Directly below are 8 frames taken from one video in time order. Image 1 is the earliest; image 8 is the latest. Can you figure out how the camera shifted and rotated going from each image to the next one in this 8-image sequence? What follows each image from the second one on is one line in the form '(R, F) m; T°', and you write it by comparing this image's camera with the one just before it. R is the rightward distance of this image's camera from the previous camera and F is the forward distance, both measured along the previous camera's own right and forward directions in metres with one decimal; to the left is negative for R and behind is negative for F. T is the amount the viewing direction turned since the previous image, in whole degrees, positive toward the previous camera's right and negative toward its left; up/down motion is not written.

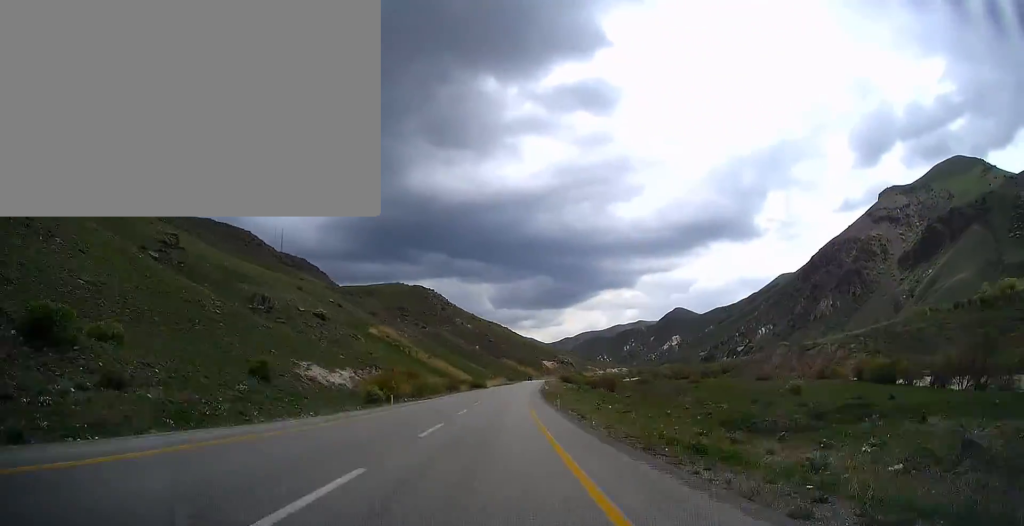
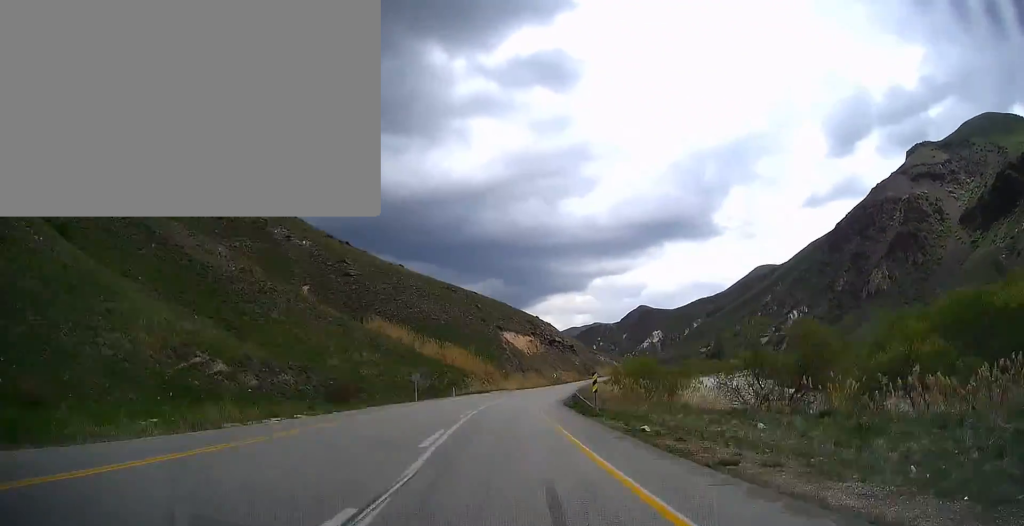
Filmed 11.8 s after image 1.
(+23.0, +294.3) m; +12°
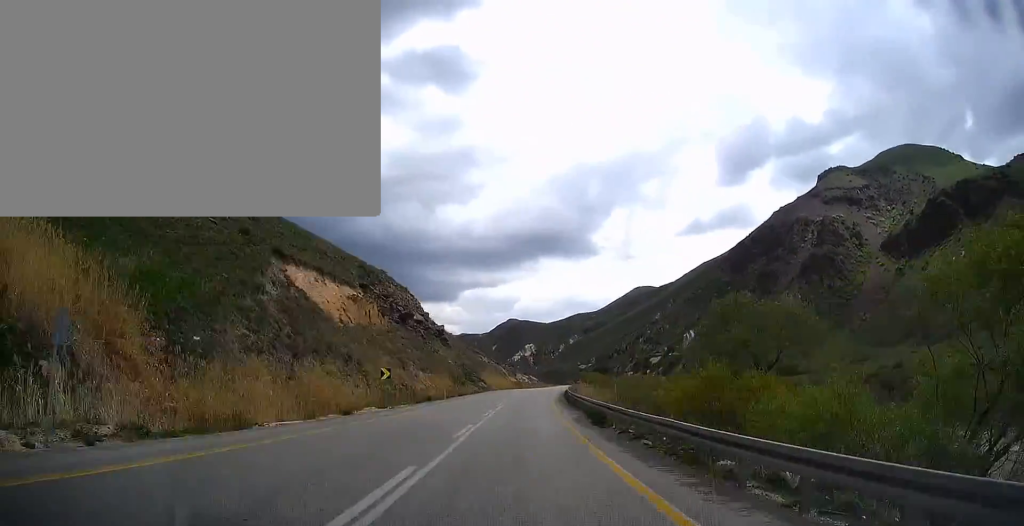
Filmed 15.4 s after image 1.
(+2.8, +89.3) m; +6°
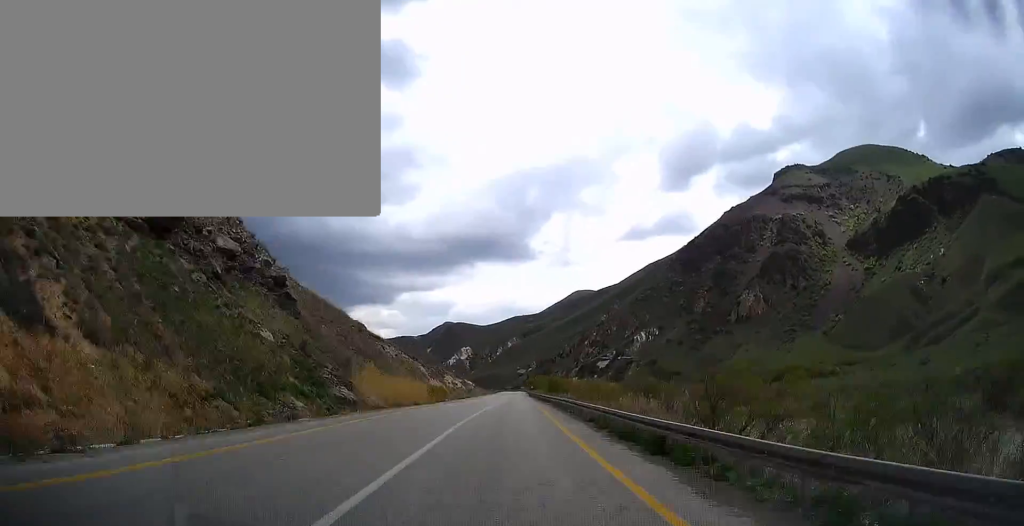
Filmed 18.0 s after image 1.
(+5.0, +64.0) m; +2°
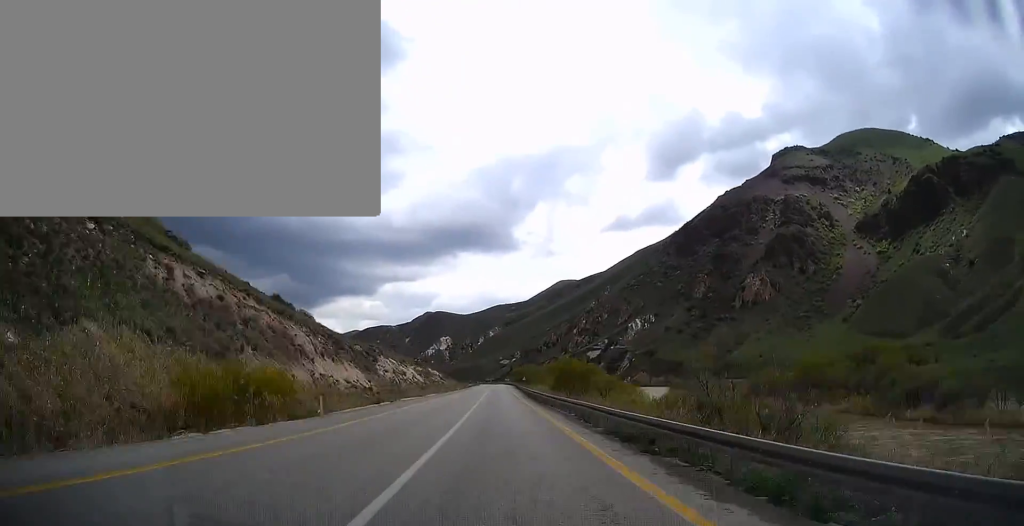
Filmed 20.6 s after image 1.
(+3.4, +64.1) m; +2°
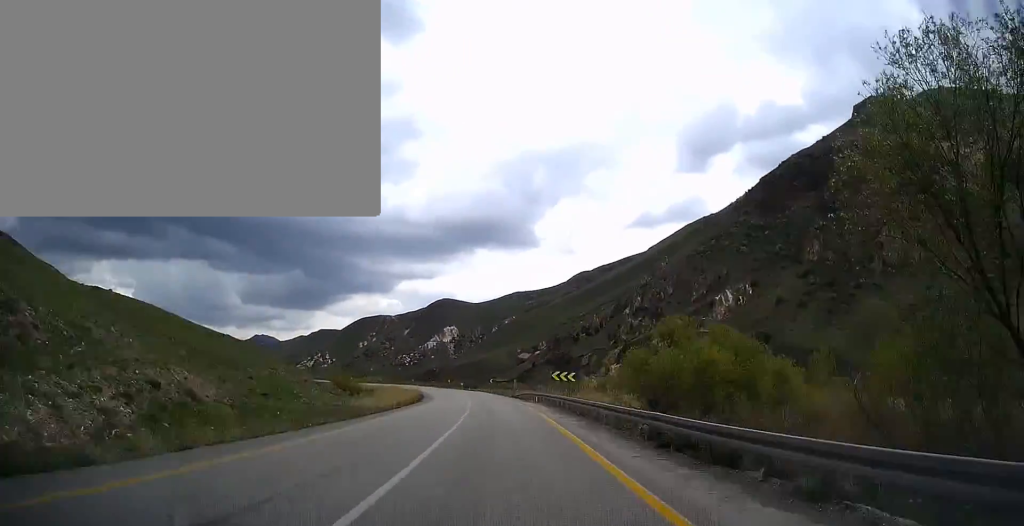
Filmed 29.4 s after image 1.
(-4.8, +219.1) m; -8°
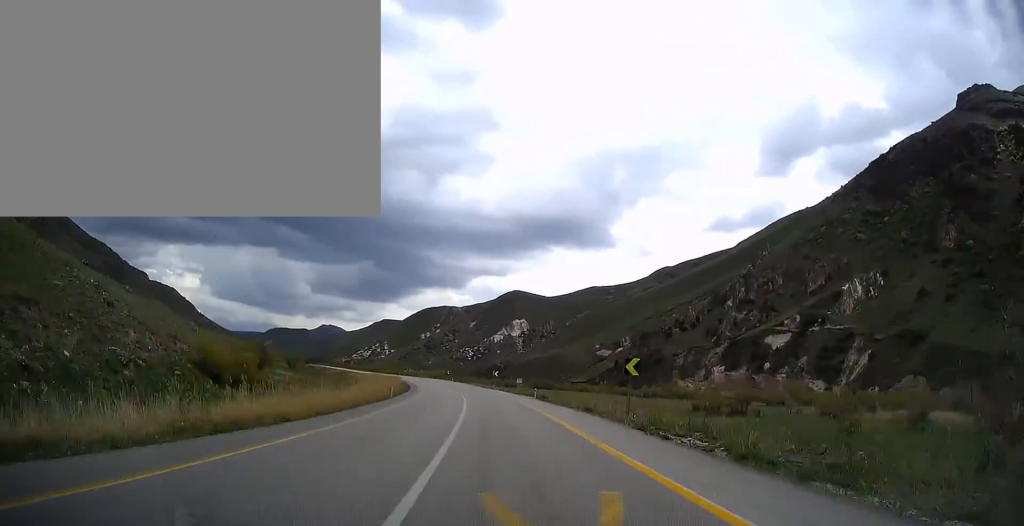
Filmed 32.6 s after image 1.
(-1.1, +80.5) m; -6°
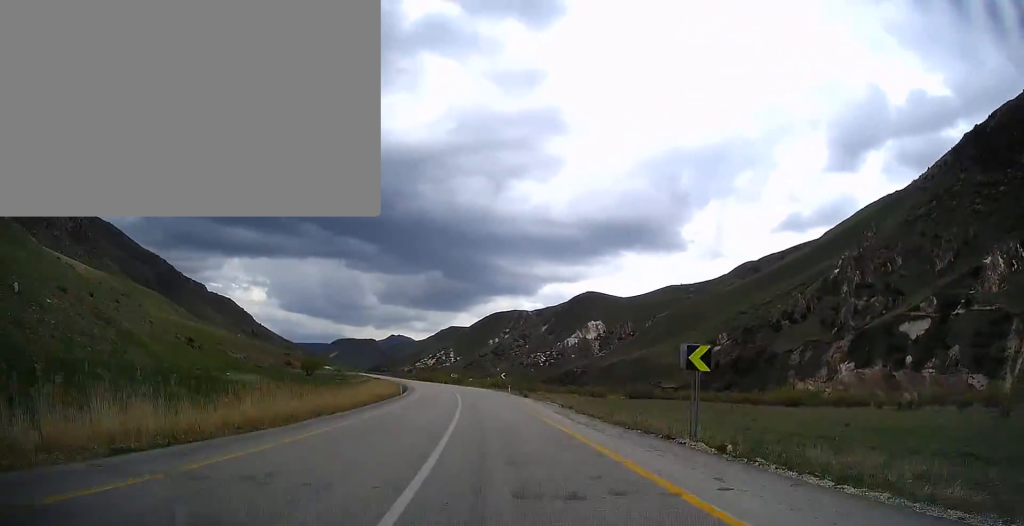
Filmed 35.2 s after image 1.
(-4.3, +65.3) m; -5°
